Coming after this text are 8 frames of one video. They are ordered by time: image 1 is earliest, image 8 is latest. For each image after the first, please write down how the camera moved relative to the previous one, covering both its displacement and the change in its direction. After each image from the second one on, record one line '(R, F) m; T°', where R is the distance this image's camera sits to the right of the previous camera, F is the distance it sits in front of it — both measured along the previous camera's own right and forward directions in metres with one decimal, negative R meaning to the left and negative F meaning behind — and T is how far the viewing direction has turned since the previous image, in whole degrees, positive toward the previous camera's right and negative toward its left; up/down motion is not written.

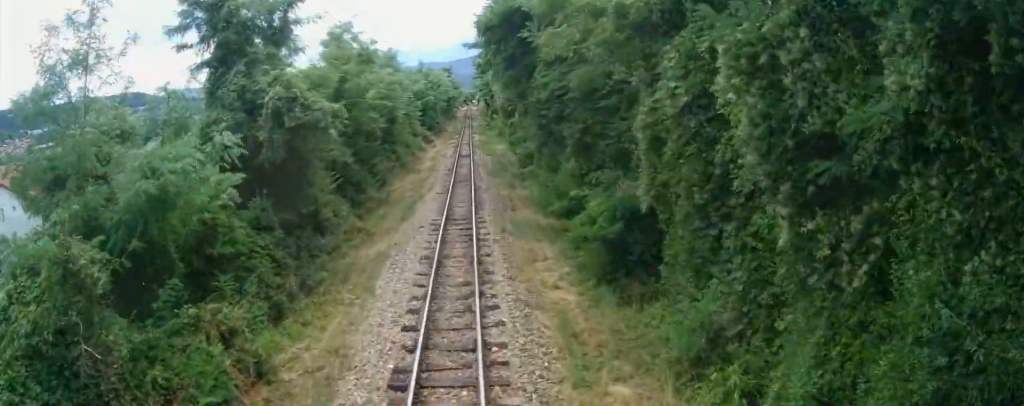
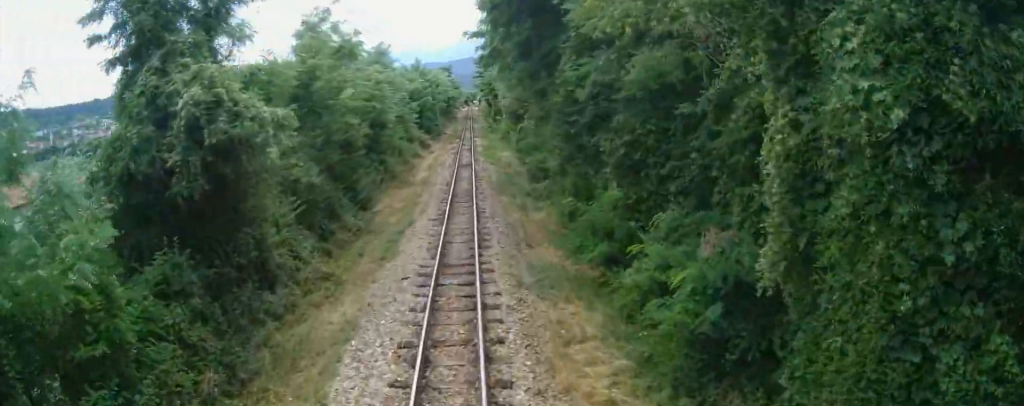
(0.0, +4.7) m; 0°
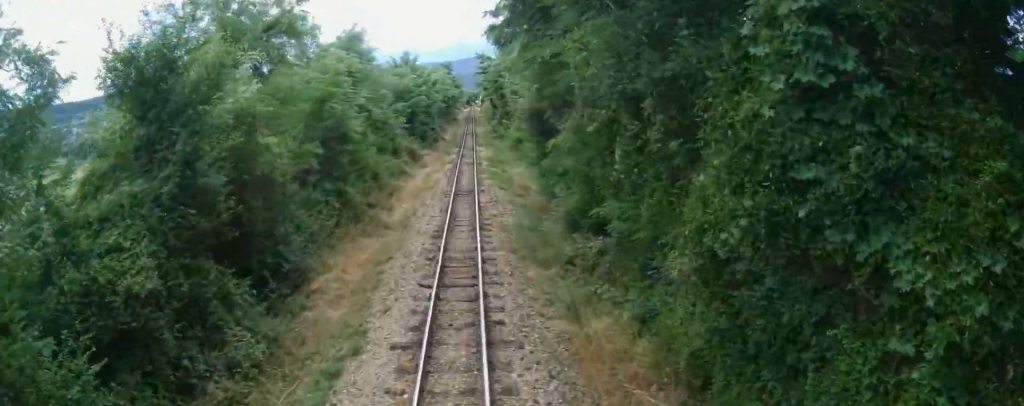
(-0.1, +9.1) m; -1°
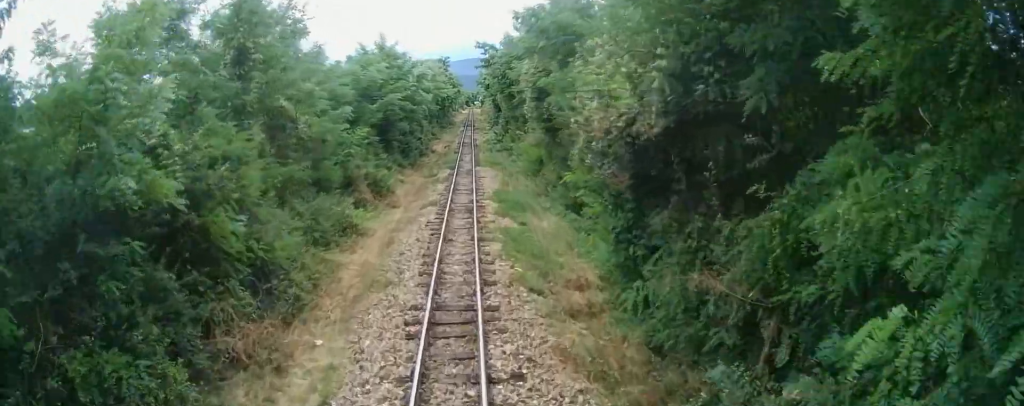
(-0.1, +12.9) m; 0°
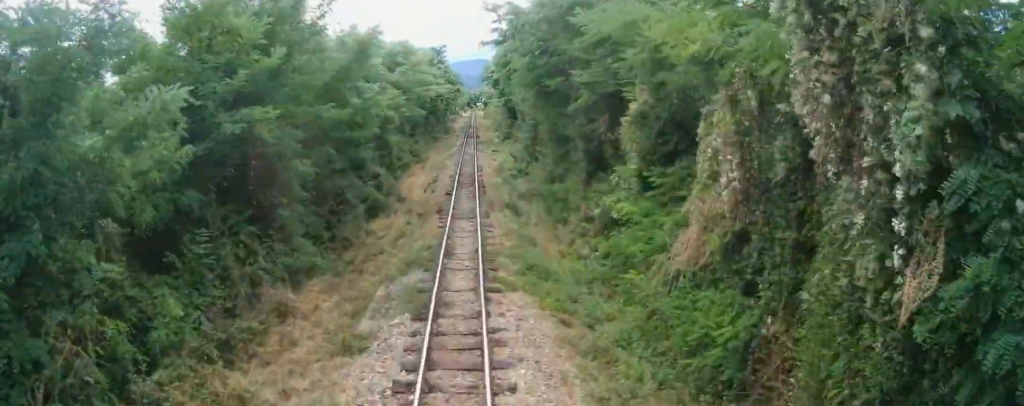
(-0.1, +20.5) m; -2°
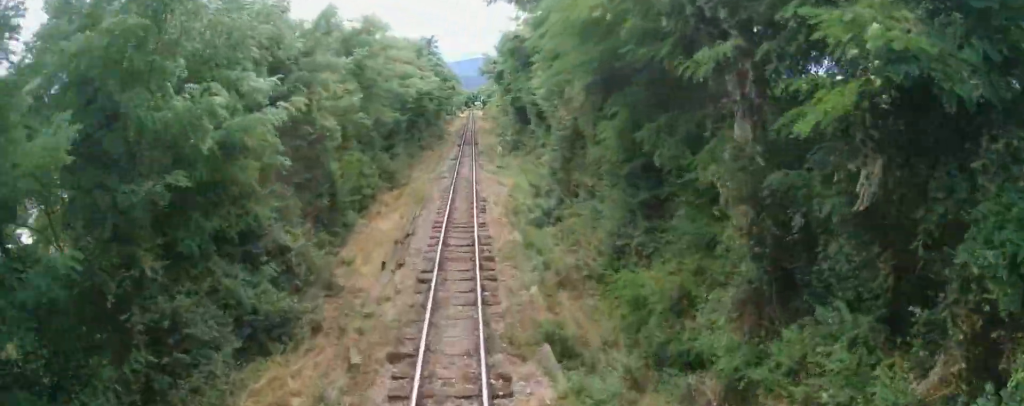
(-0.1, +11.3) m; 0°
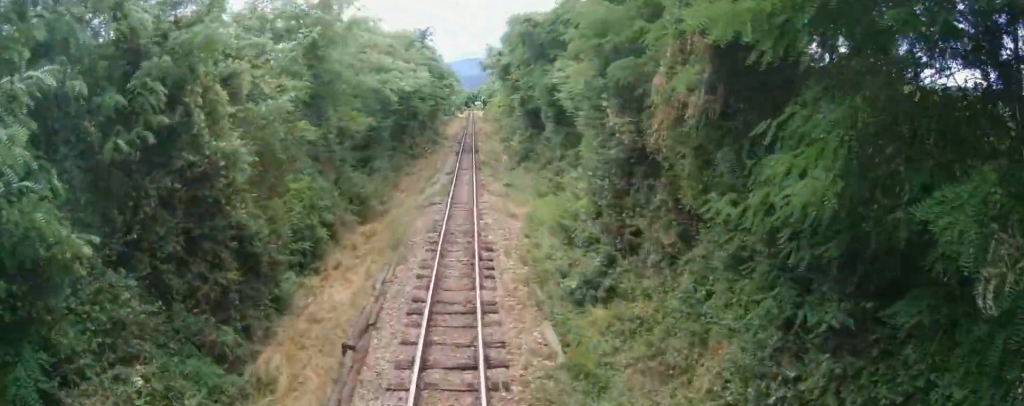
(+0.1, +6.9) m; 0°
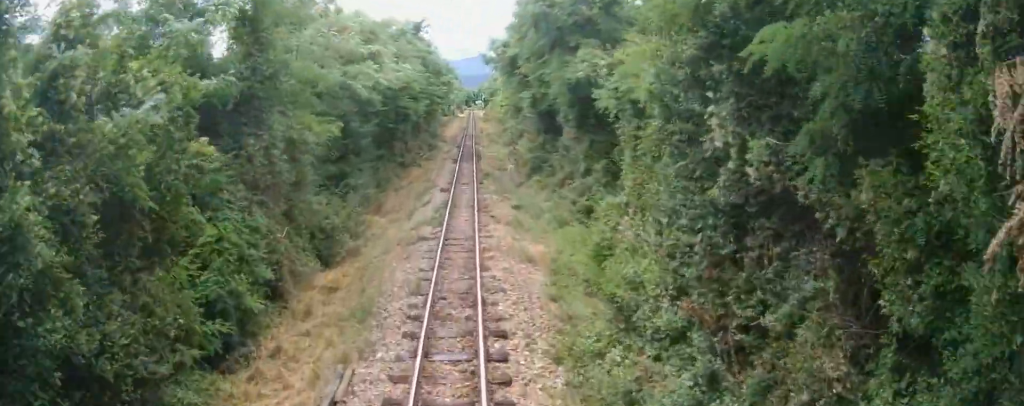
(0.0, +5.3) m; 0°
